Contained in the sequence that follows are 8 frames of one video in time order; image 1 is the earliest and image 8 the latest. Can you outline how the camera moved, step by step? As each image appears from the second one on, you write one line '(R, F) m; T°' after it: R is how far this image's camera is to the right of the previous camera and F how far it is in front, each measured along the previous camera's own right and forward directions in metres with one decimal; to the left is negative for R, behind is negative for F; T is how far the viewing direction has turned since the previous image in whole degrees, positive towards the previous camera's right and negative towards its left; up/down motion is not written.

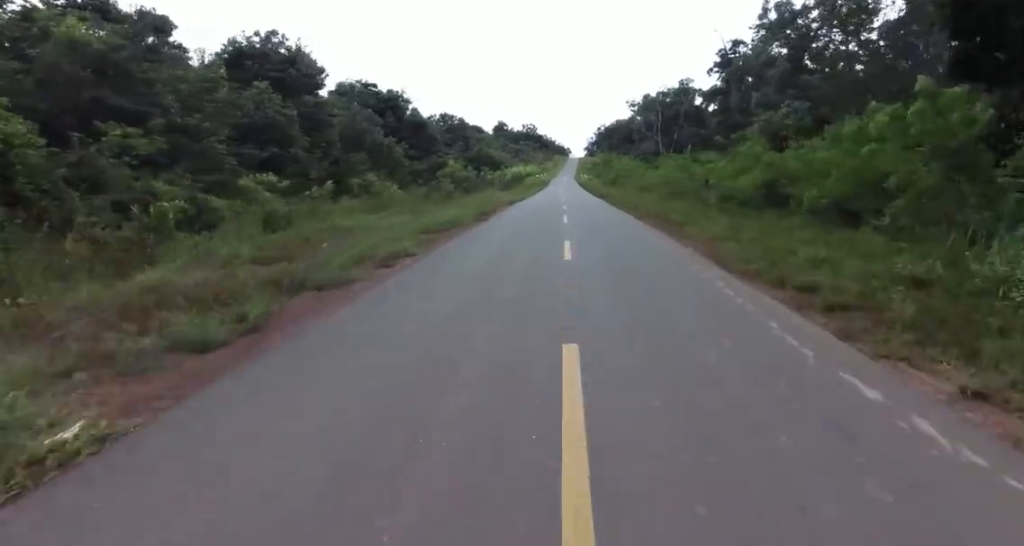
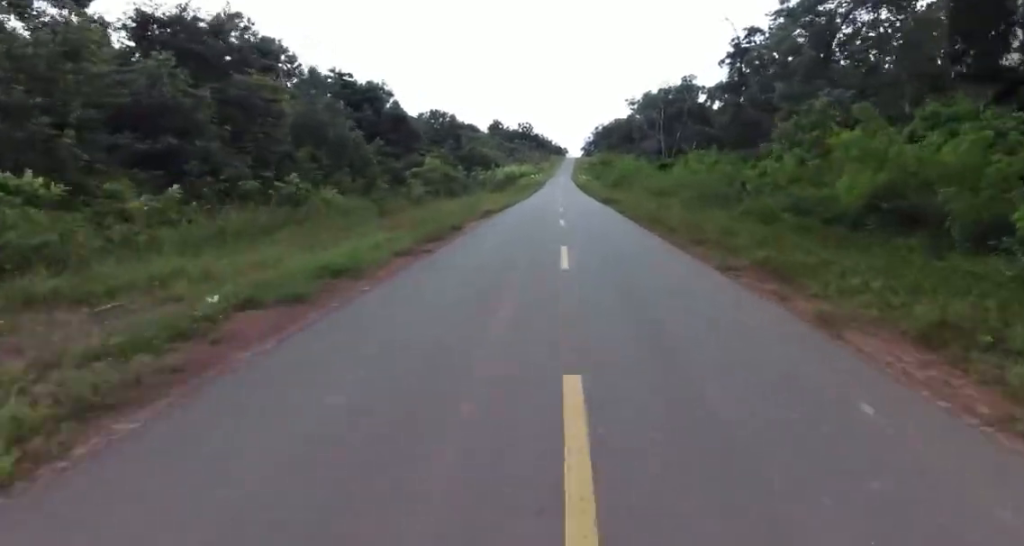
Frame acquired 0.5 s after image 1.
(+1.0, +8.9) m; +2°
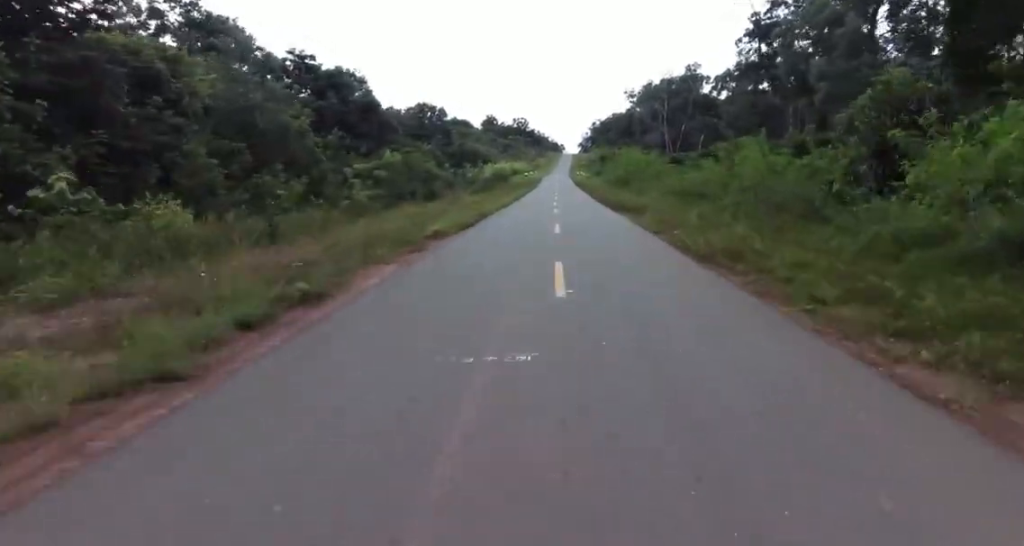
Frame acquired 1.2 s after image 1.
(0.0, +11.3) m; -1°
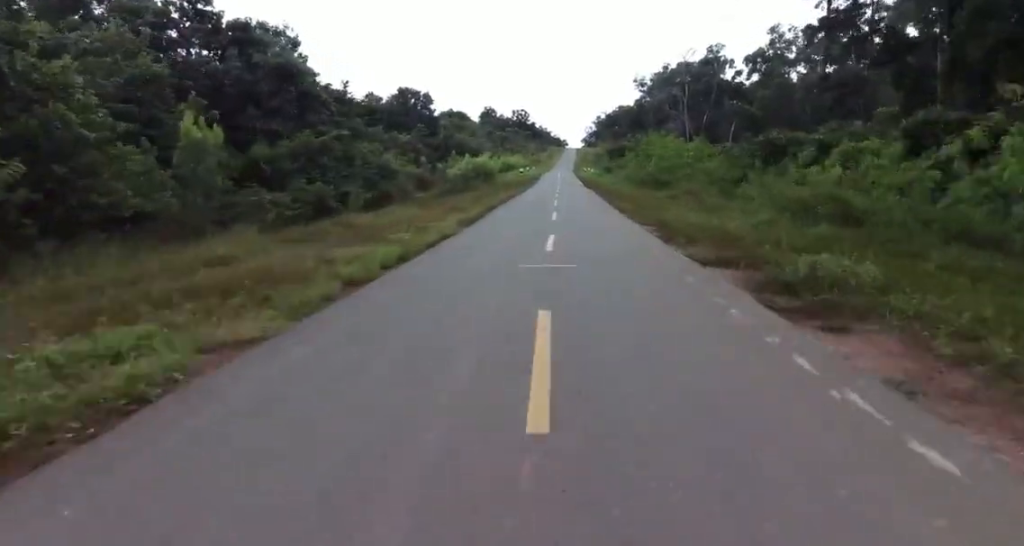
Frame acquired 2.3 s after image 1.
(-0.9, +21.7) m; -3°
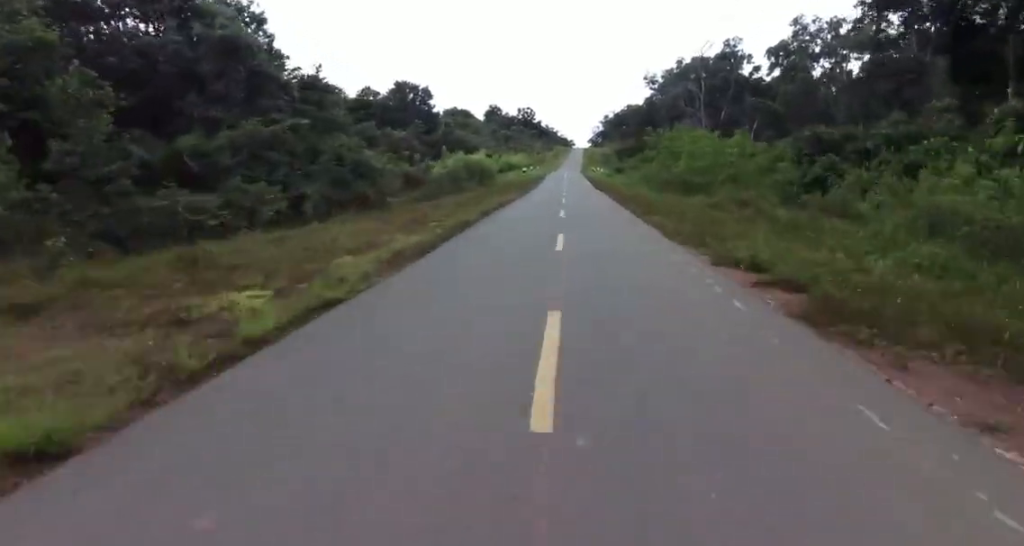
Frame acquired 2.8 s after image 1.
(+0.1, +8.6) m; 0°
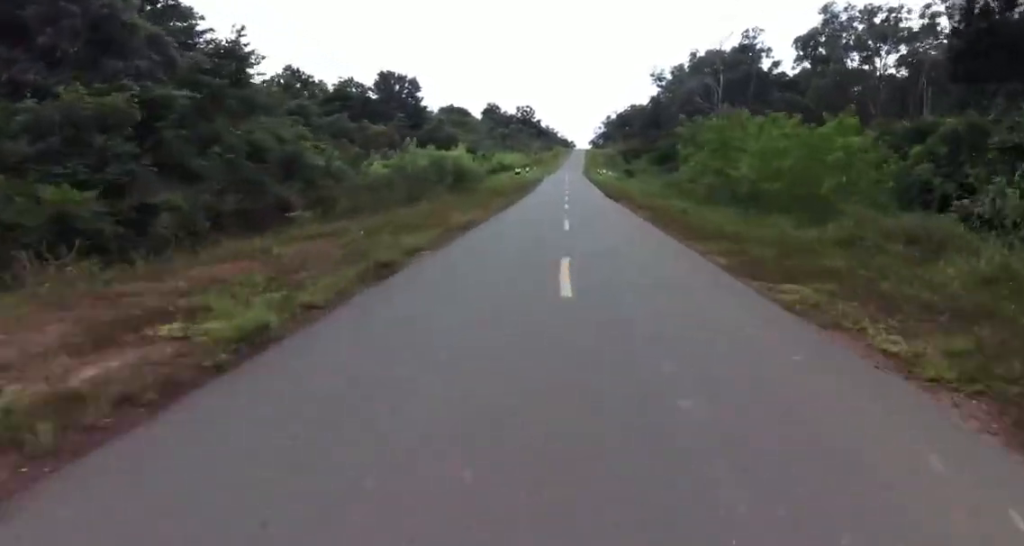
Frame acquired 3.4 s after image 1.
(-0.2, +13.1) m; +1°
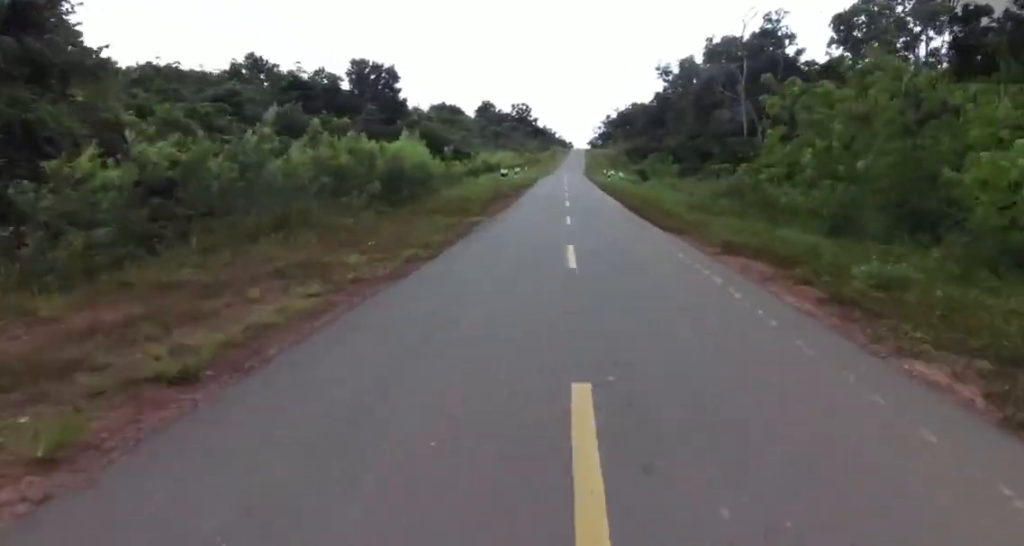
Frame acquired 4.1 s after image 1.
(+0.1, +14.7) m; +1°
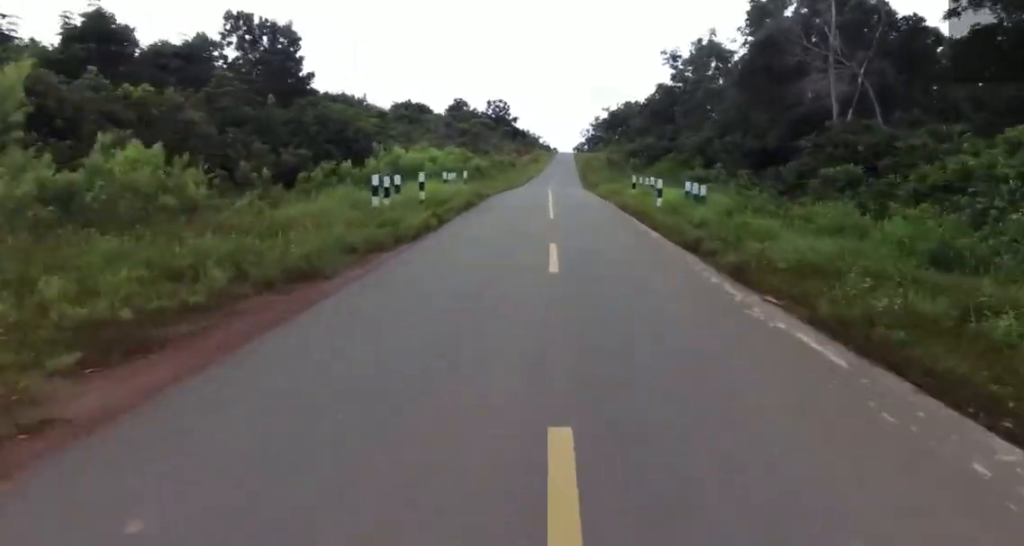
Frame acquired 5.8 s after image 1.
(-0.4, +35.5) m; 0°
